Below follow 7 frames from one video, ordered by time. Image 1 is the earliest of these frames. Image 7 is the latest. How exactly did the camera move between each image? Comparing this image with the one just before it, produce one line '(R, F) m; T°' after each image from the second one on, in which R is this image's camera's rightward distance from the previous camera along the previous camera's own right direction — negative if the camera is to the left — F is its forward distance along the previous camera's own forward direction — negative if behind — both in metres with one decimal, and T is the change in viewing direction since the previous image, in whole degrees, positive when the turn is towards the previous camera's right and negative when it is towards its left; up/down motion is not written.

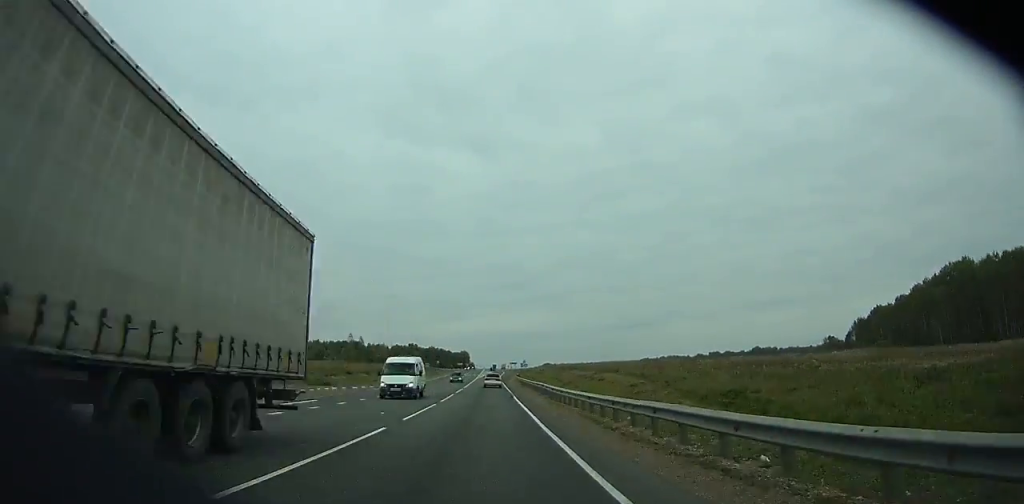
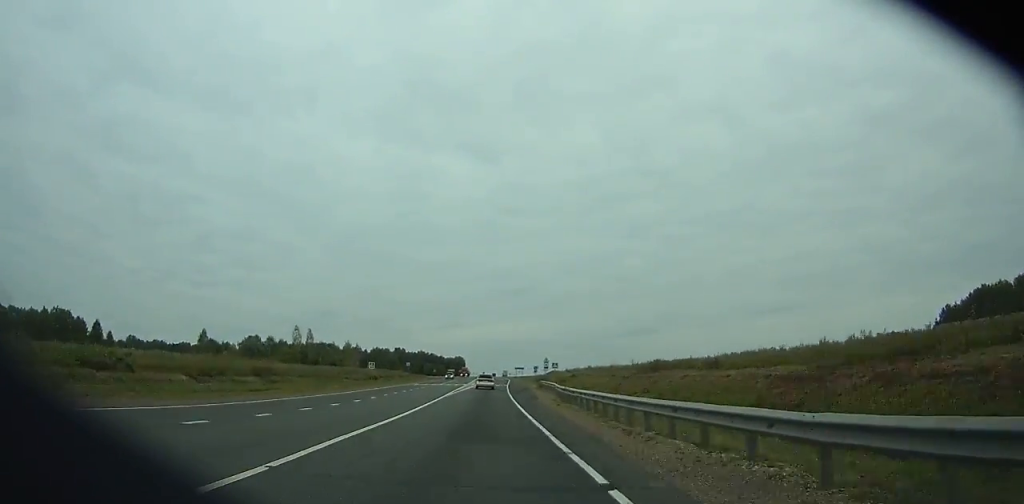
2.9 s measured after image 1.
(-0.1, +63.7) m; 0°
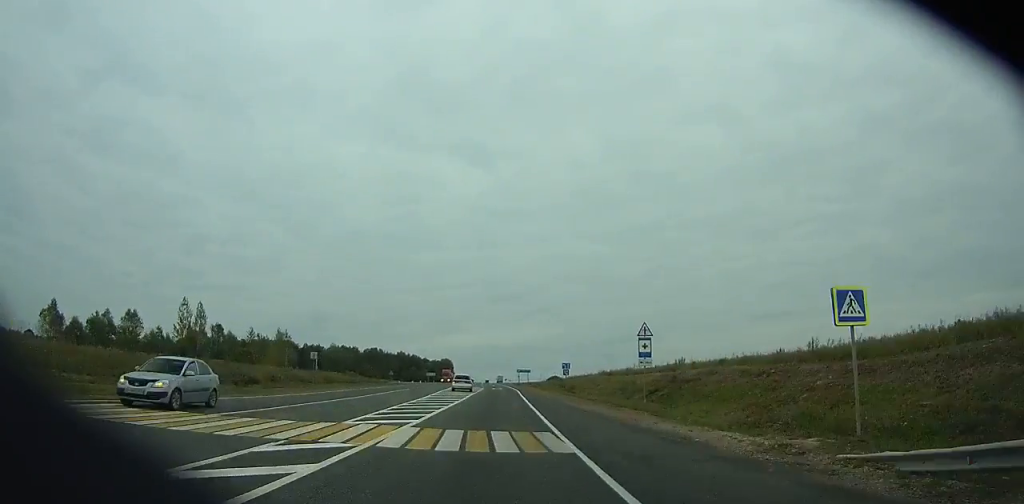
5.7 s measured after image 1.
(+0.2, +61.8) m; 0°
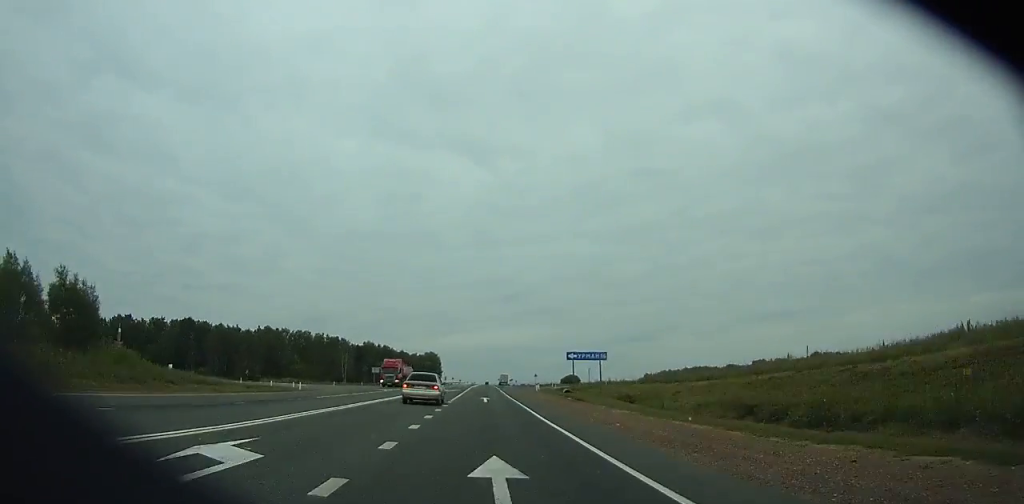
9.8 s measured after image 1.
(-0.2, +91.1) m; 0°
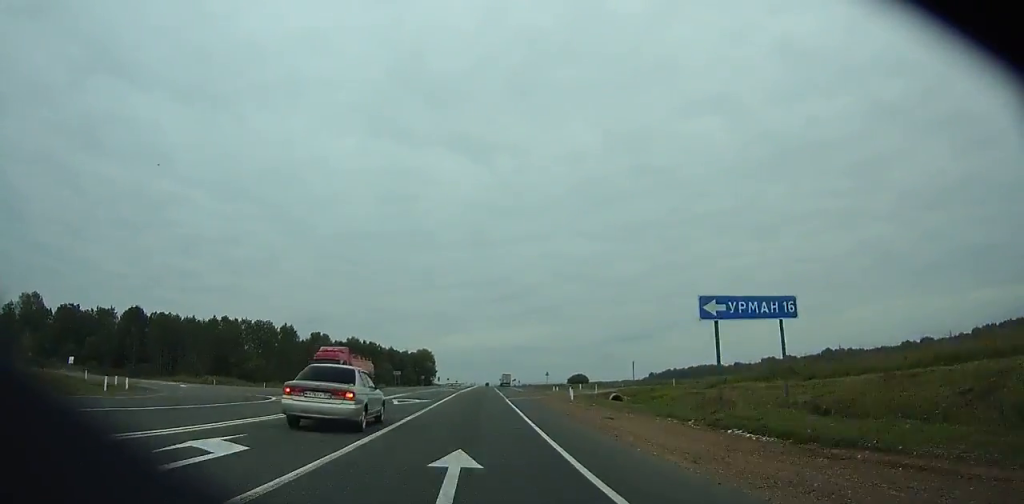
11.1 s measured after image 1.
(0.0, +29.2) m; 0°
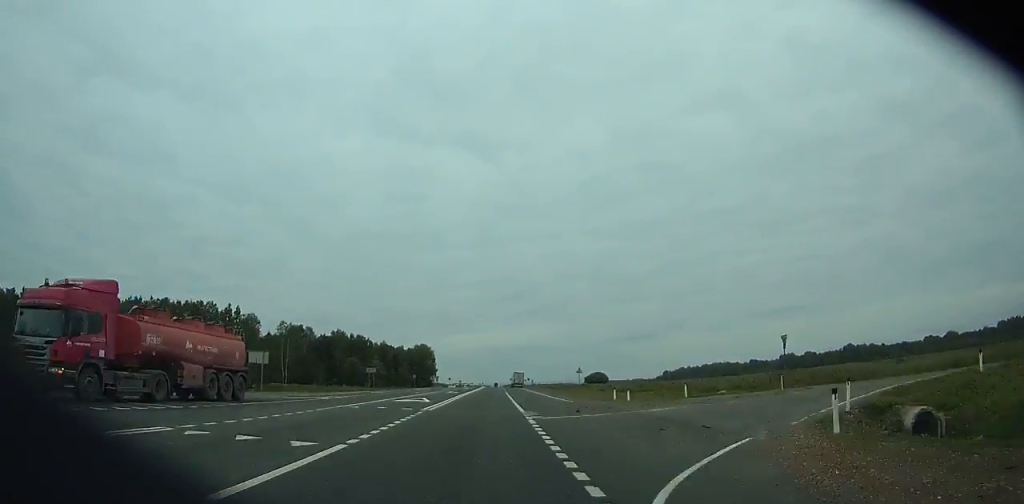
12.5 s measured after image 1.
(0.0, +31.6) m; 0°
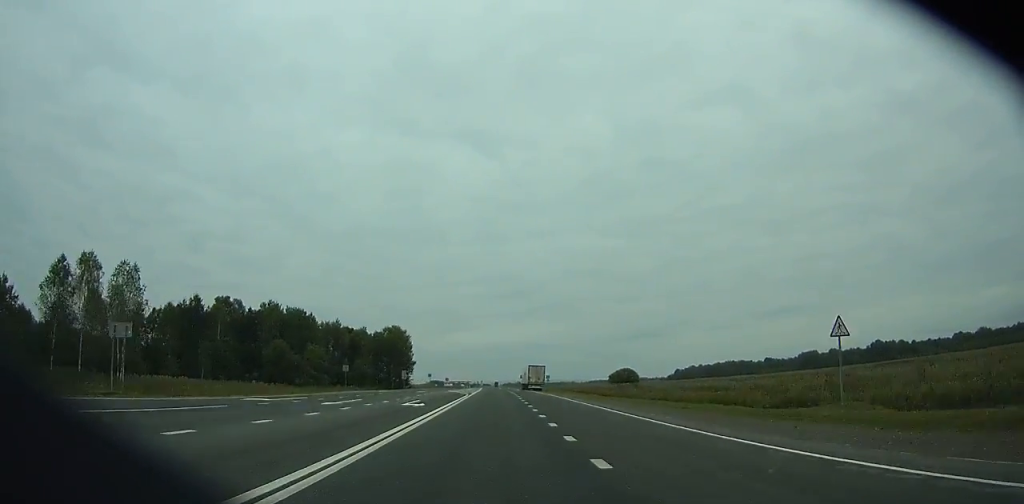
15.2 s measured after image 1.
(-0.2, +61.6) m; 0°
